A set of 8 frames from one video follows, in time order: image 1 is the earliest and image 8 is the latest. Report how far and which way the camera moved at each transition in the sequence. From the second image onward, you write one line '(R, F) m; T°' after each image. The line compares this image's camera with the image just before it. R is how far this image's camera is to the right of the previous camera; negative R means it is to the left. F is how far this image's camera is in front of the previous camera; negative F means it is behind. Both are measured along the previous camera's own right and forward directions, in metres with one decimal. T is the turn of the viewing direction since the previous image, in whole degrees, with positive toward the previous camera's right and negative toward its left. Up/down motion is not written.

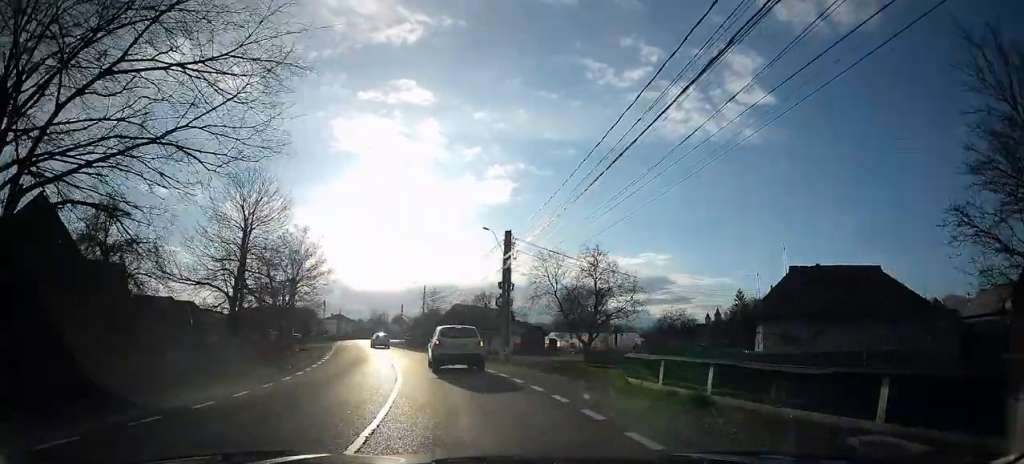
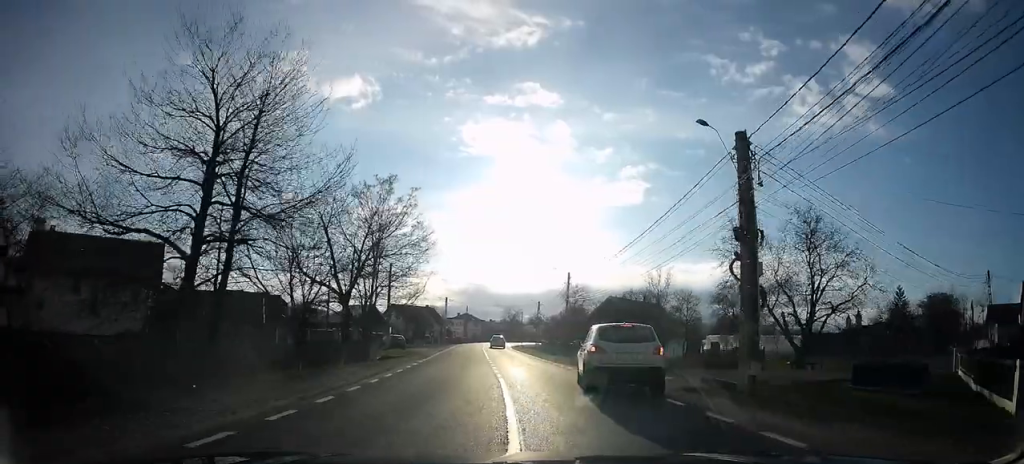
(0.0, +17.5) m; -8°
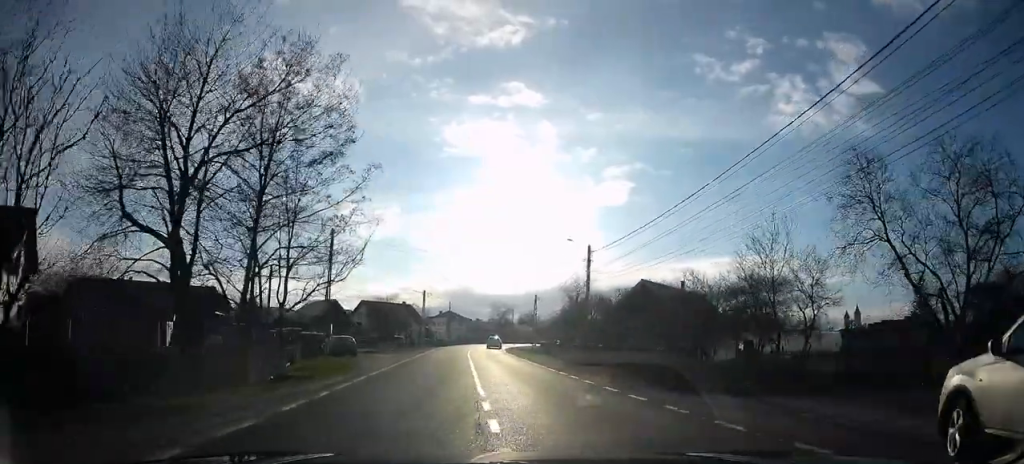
(-2.3, +14.6) m; -7°
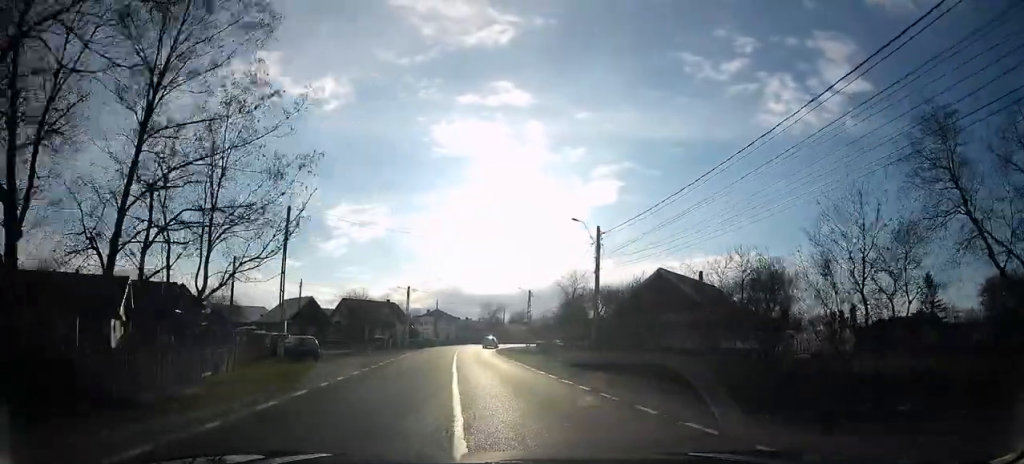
(-0.2, +5.5) m; +2°
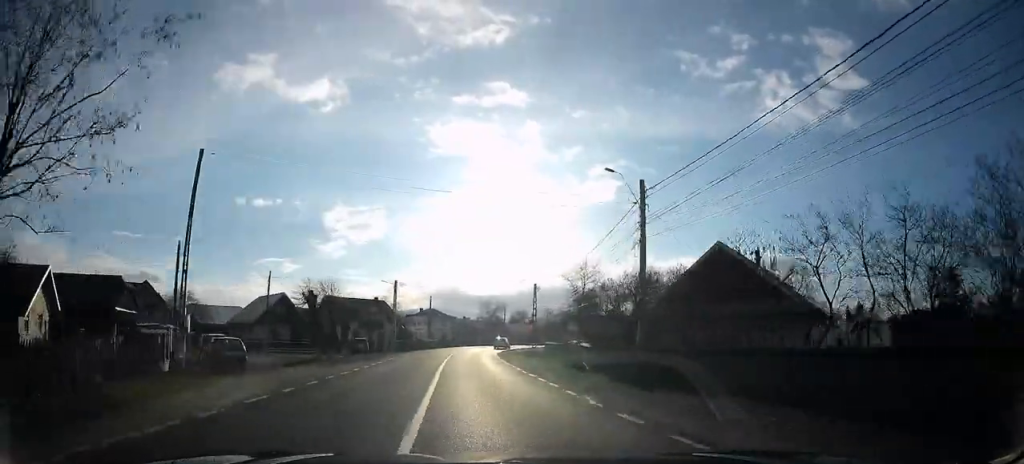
(+0.6, +8.1) m; +3°
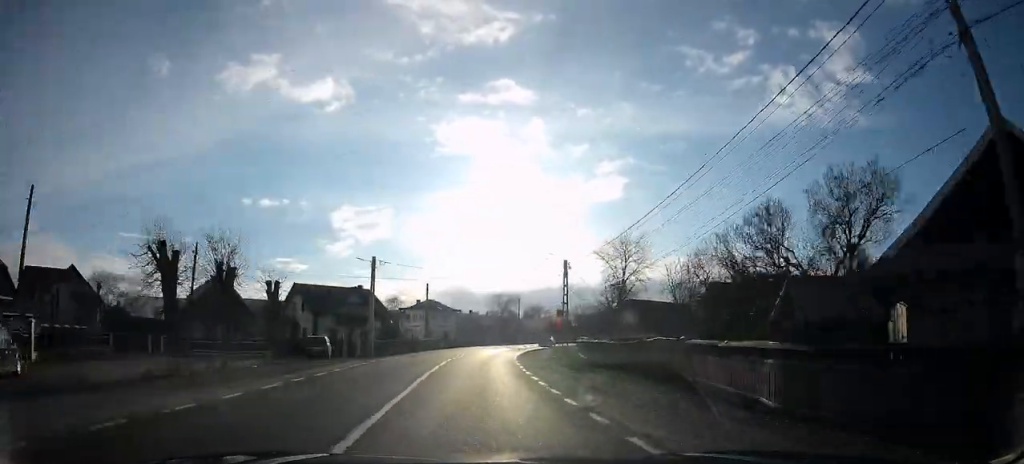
(+0.2, +14.4) m; -2°
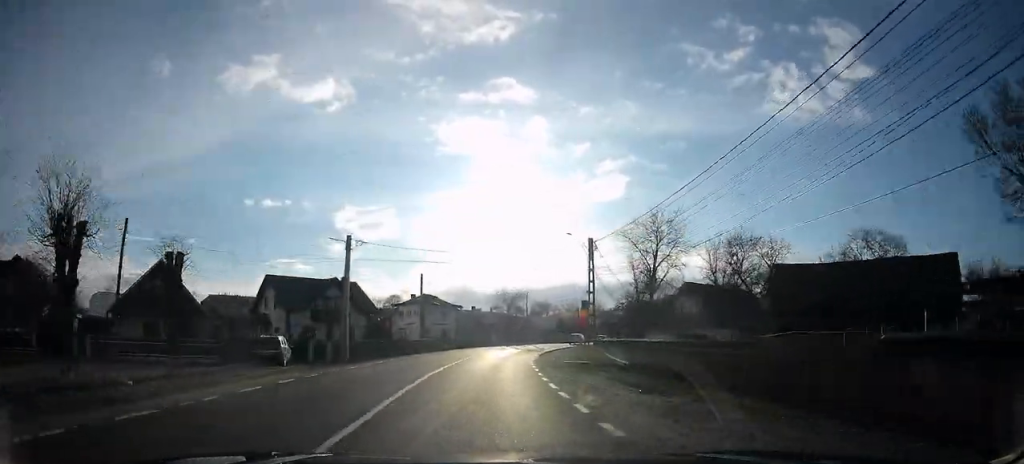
(-0.3, +8.5) m; -2°
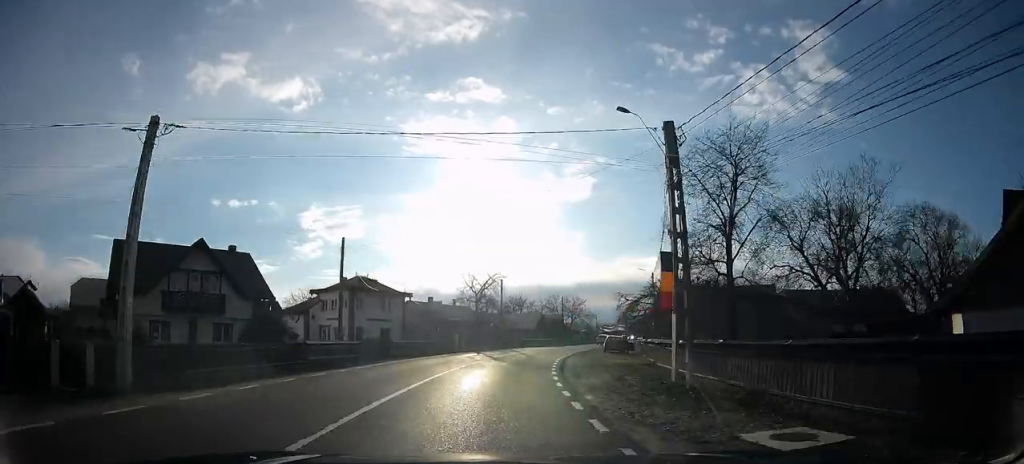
(-0.2, +19.3) m; 0°
